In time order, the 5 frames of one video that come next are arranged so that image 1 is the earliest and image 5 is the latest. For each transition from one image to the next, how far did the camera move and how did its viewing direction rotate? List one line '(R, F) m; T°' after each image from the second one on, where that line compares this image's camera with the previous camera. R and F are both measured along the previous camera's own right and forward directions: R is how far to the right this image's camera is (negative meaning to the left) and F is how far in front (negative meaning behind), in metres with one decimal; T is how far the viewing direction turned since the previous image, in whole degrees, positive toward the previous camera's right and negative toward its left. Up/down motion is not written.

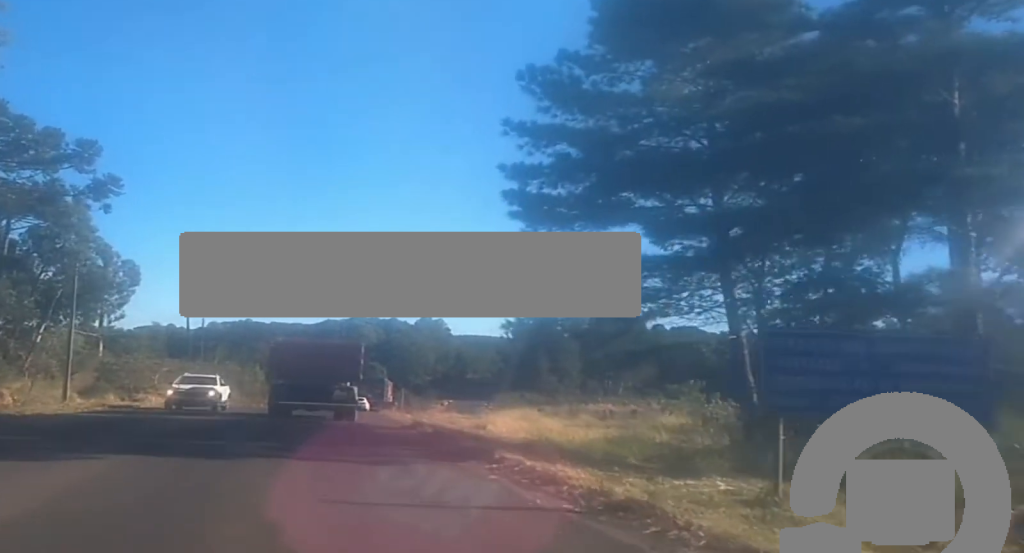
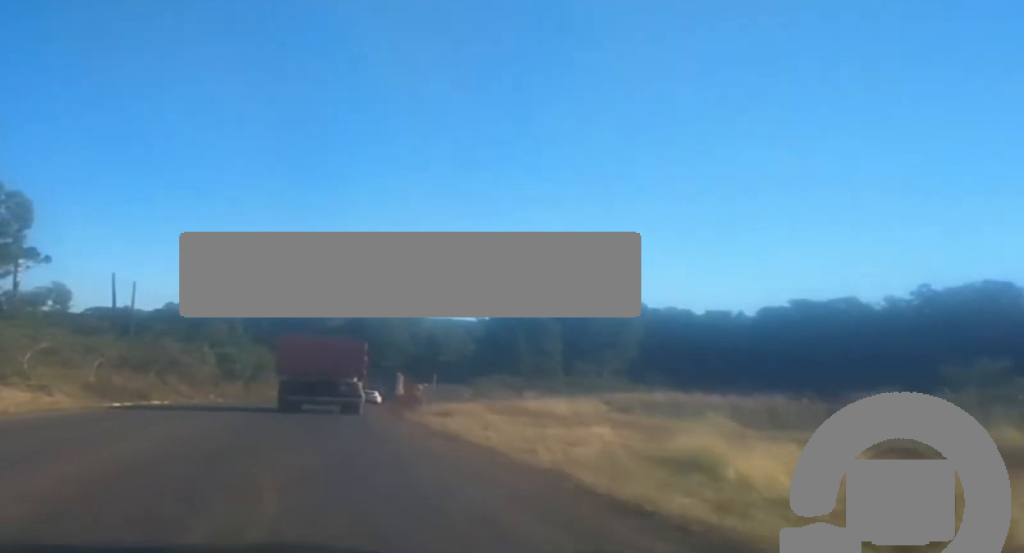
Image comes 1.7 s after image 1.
(+0.4, +24.0) m; +1°
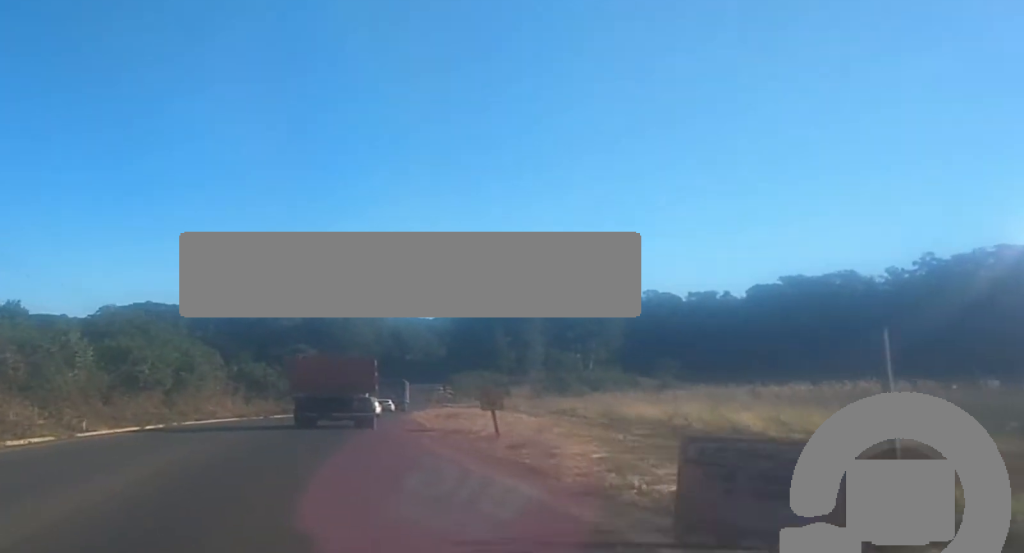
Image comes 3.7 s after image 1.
(0.0, +29.0) m; +3°
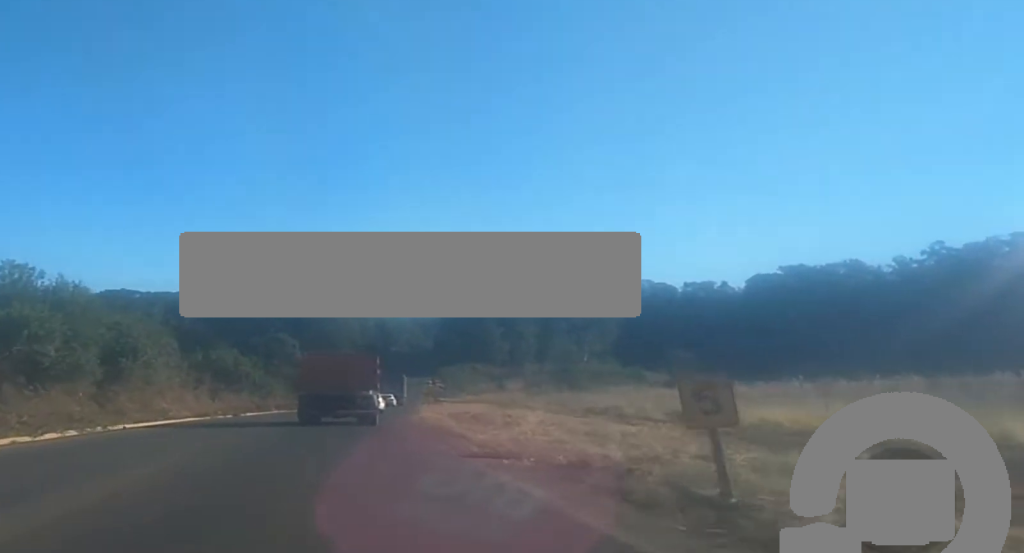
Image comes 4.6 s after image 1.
(+0.7, +15.0) m; +3°
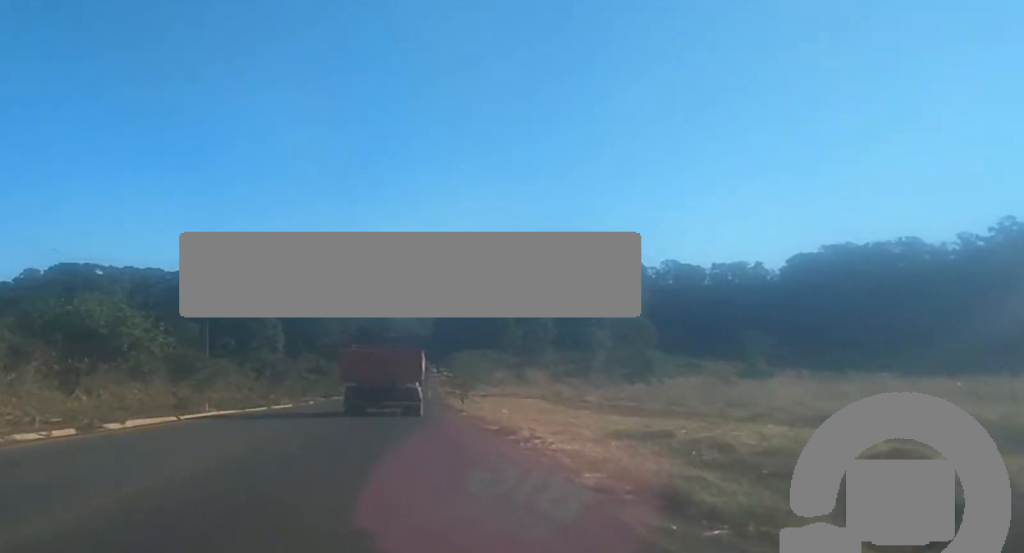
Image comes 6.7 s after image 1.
(0.0, +33.6) m; +1°
